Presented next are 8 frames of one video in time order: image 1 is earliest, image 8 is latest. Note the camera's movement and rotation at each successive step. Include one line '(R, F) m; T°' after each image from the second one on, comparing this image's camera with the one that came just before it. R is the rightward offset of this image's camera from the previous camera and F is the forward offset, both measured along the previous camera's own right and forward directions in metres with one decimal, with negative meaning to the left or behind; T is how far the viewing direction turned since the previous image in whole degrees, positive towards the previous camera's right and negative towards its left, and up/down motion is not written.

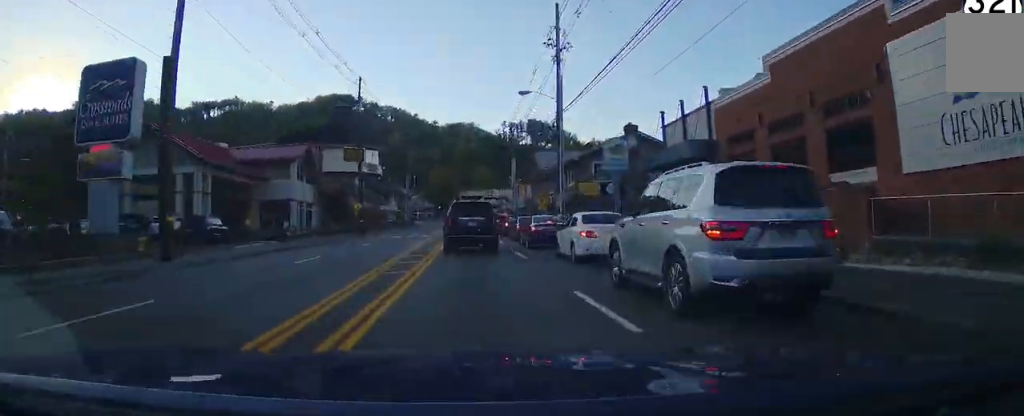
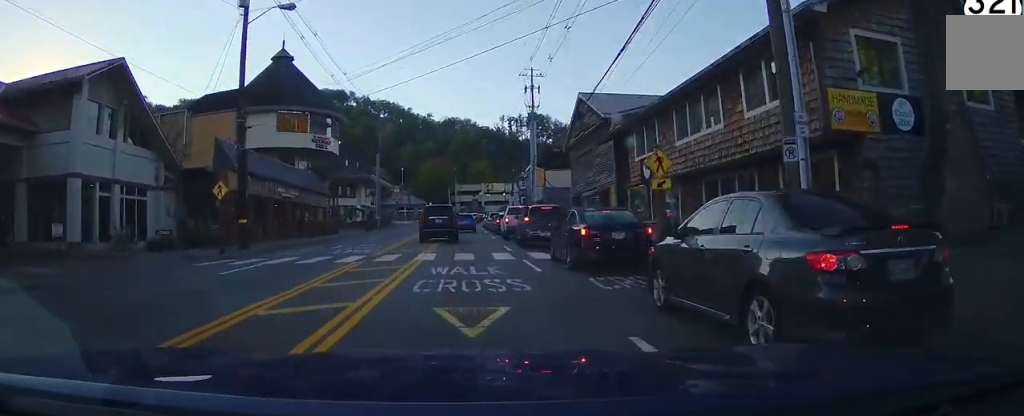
(+0.2, +25.5) m; +1°
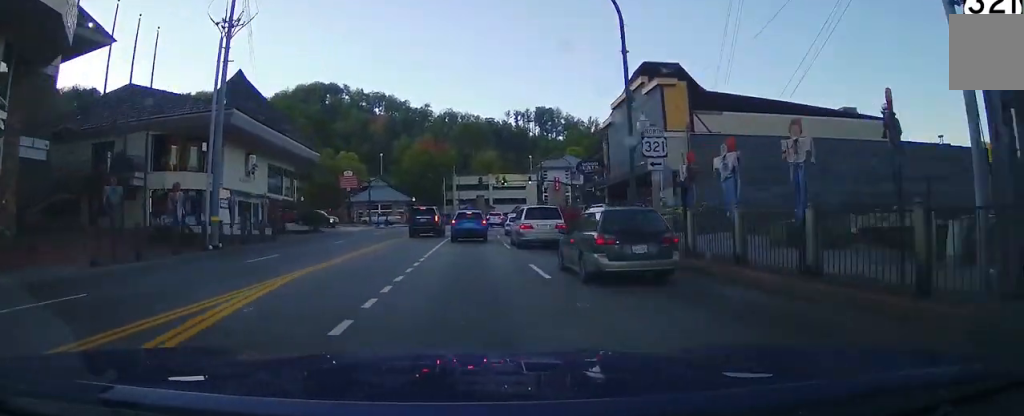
(+0.3, +32.9) m; +2°
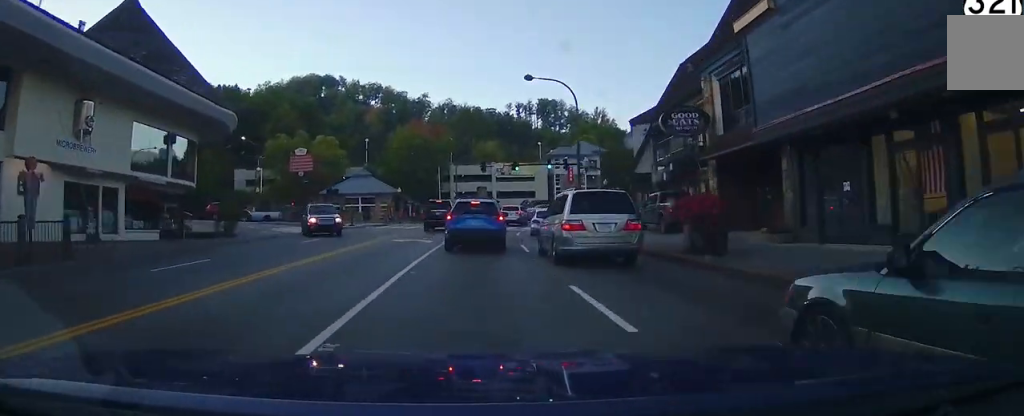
(+0.1, +10.2) m; +1°
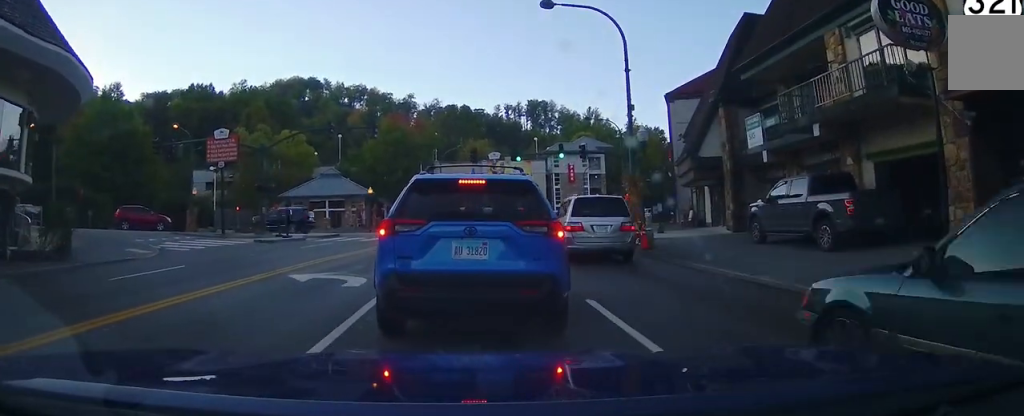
(+0.4, +15.4) m; +3°
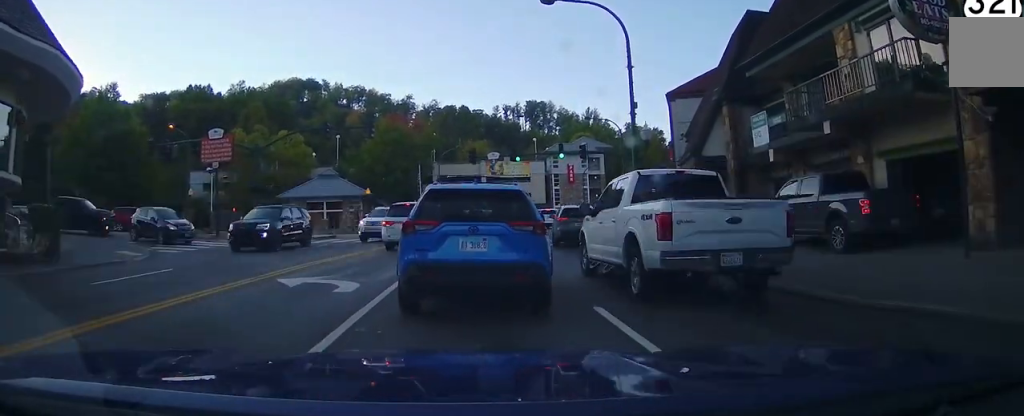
(+0.1, +11.3) m; -3°
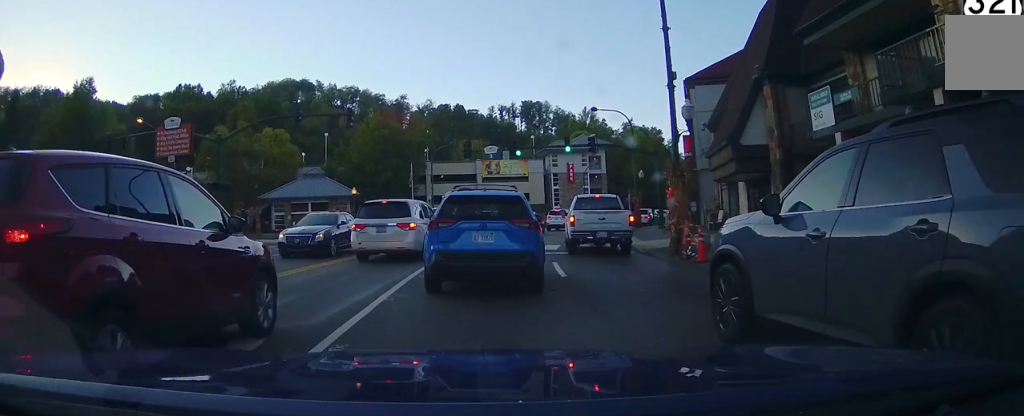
(0.0, +2.4) m; -3°
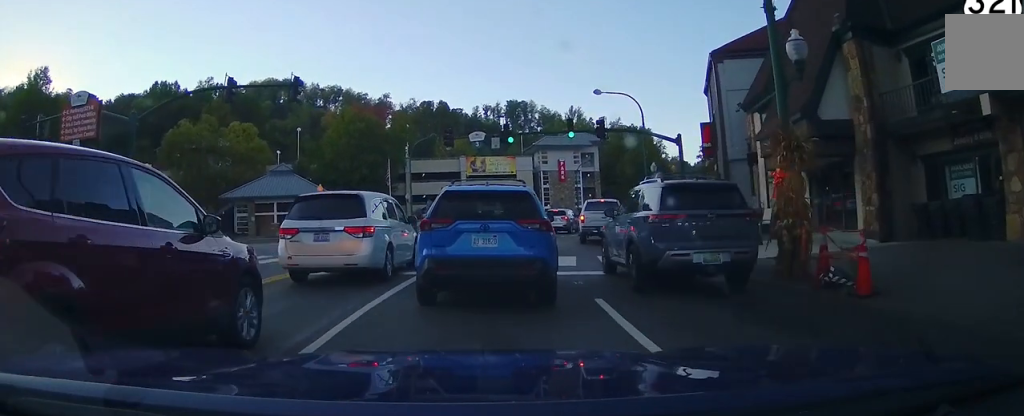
(-0.1, +1.7) m; -4°
